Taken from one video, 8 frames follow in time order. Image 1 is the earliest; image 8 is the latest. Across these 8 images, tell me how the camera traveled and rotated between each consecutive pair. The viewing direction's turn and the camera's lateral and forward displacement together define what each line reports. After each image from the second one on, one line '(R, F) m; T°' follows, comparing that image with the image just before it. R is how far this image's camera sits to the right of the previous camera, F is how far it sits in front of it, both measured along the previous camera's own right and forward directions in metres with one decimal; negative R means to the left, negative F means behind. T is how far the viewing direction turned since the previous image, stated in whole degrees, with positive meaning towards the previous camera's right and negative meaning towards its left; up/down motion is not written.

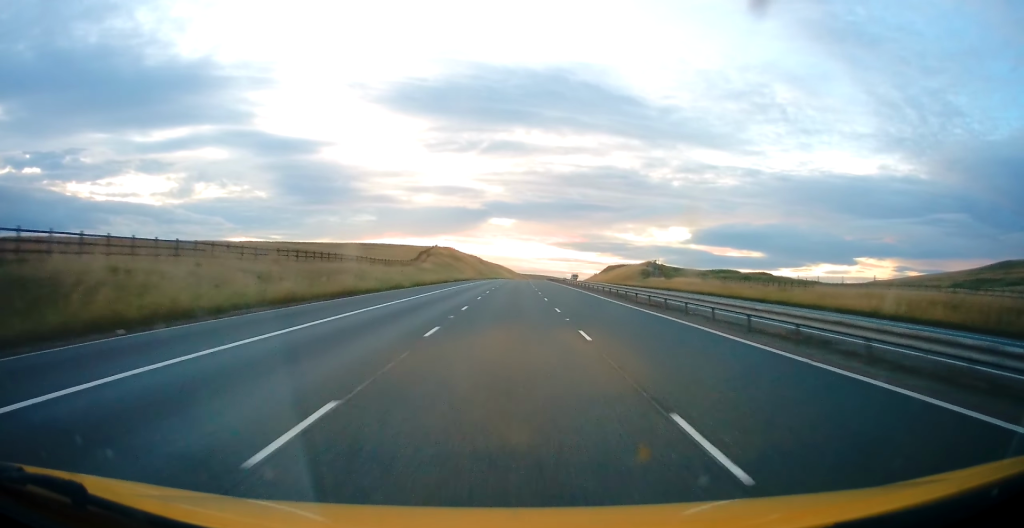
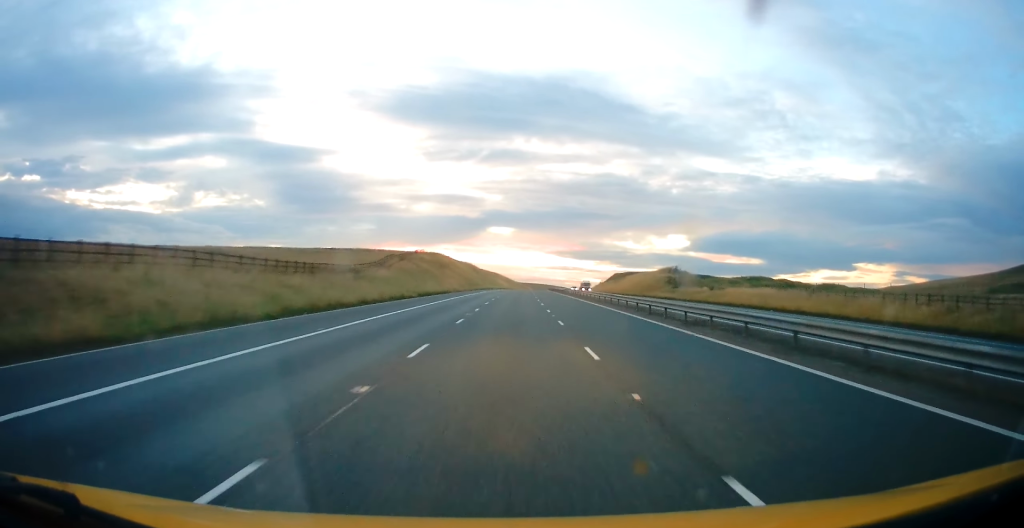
(+0.1, +29.0) m; 0°
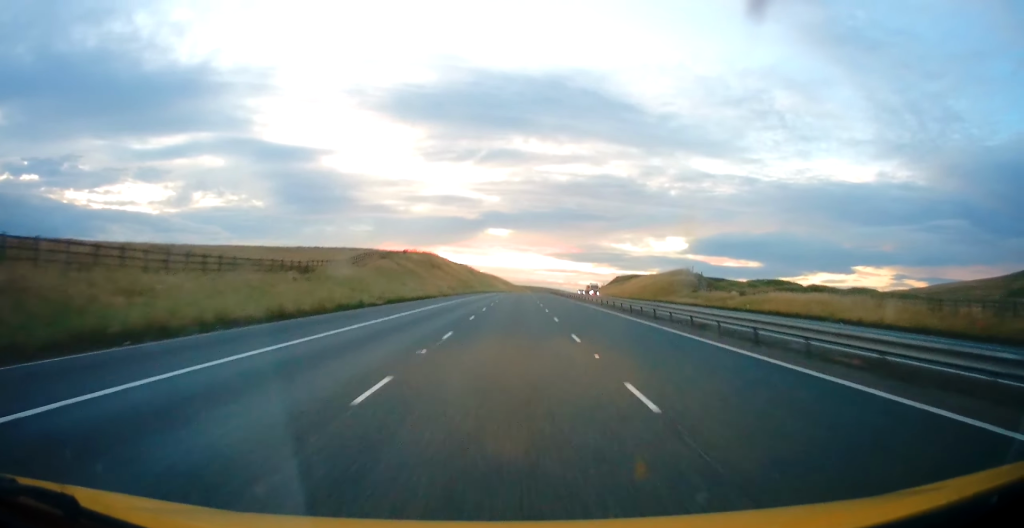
(0.0, +13.4) m; 0°
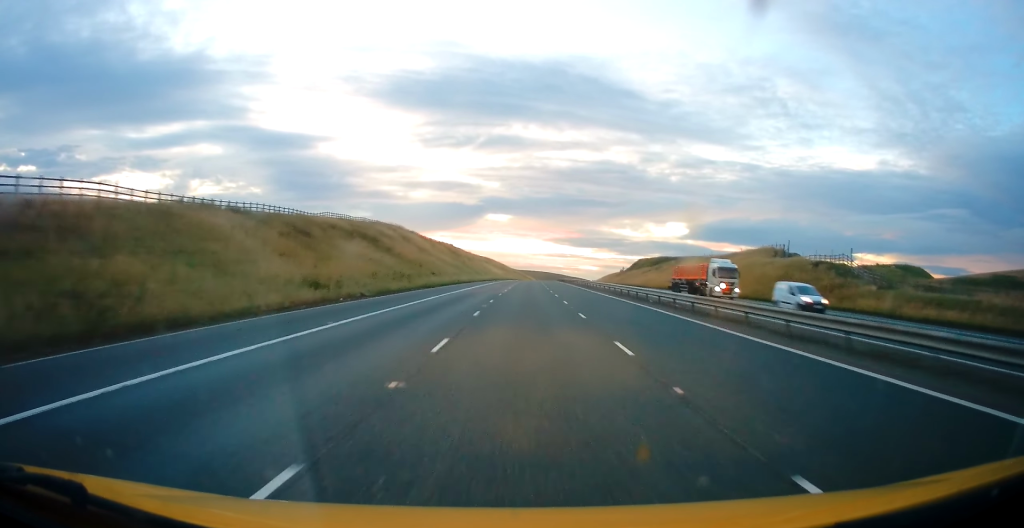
(-0.4, +58.8) m; +1°
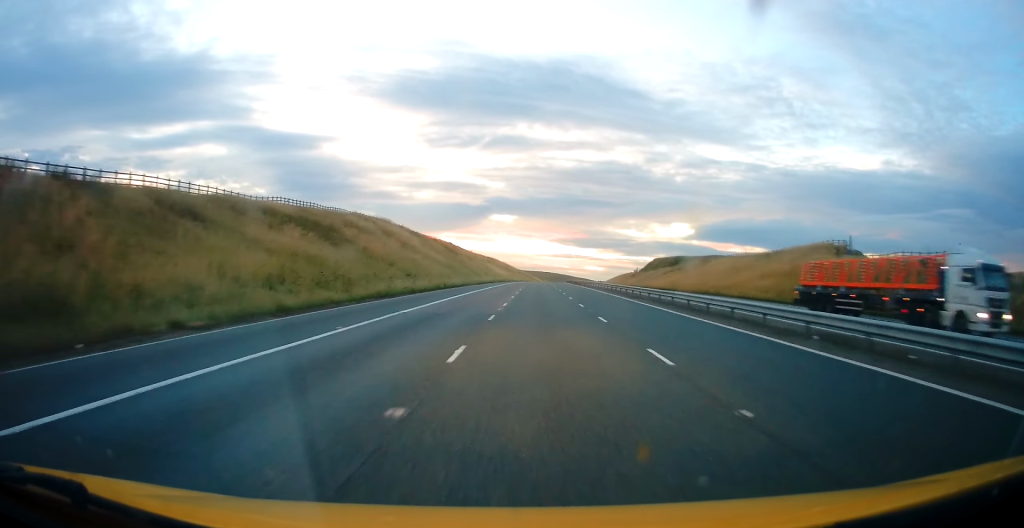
(+0.3, +19.2) m; 0°
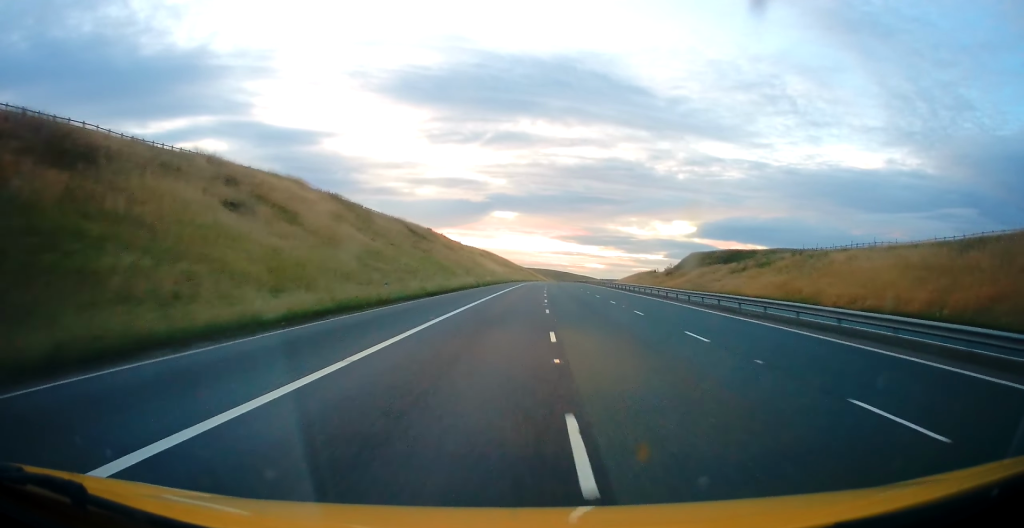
(-0.6, +49.7) m; -1°
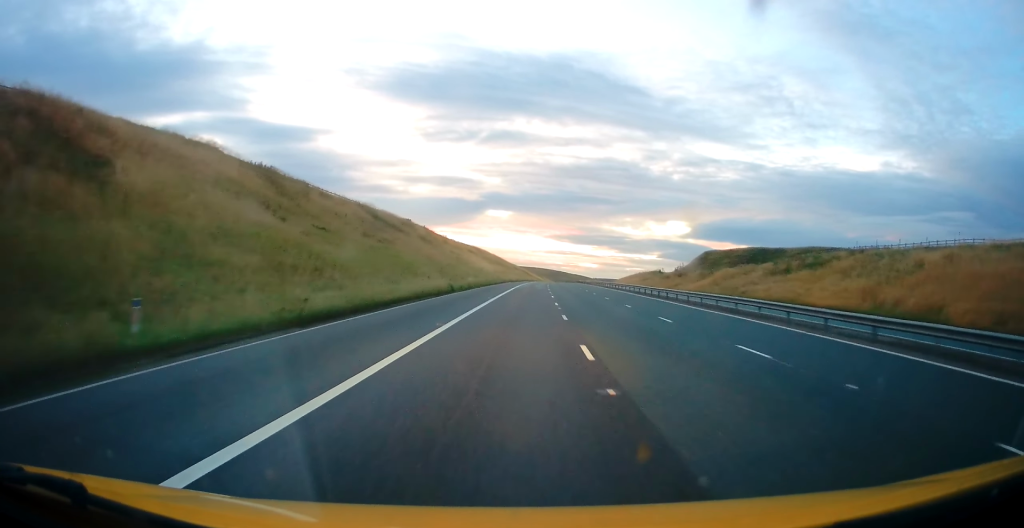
(+0.1, +20.3) m; +1°
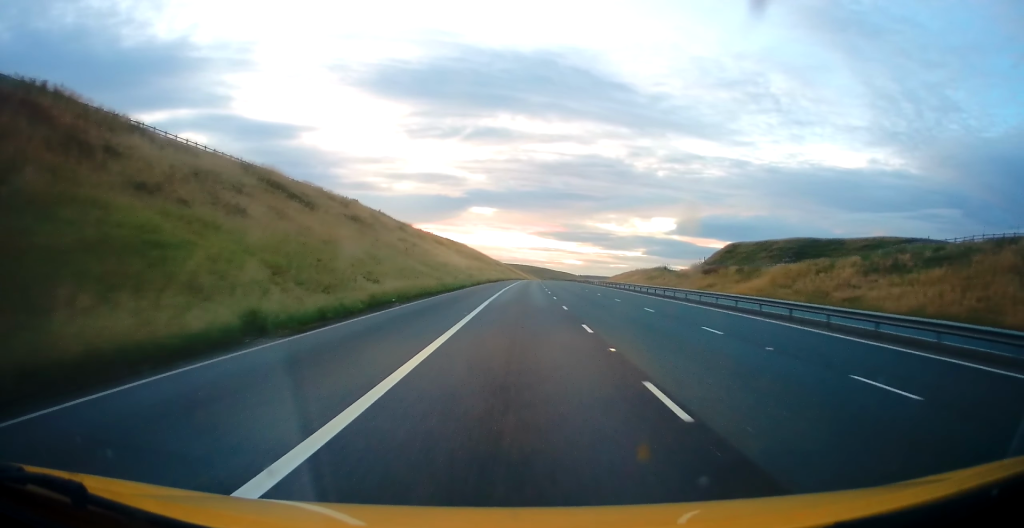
(+0.4, +31.6) m; +1°
